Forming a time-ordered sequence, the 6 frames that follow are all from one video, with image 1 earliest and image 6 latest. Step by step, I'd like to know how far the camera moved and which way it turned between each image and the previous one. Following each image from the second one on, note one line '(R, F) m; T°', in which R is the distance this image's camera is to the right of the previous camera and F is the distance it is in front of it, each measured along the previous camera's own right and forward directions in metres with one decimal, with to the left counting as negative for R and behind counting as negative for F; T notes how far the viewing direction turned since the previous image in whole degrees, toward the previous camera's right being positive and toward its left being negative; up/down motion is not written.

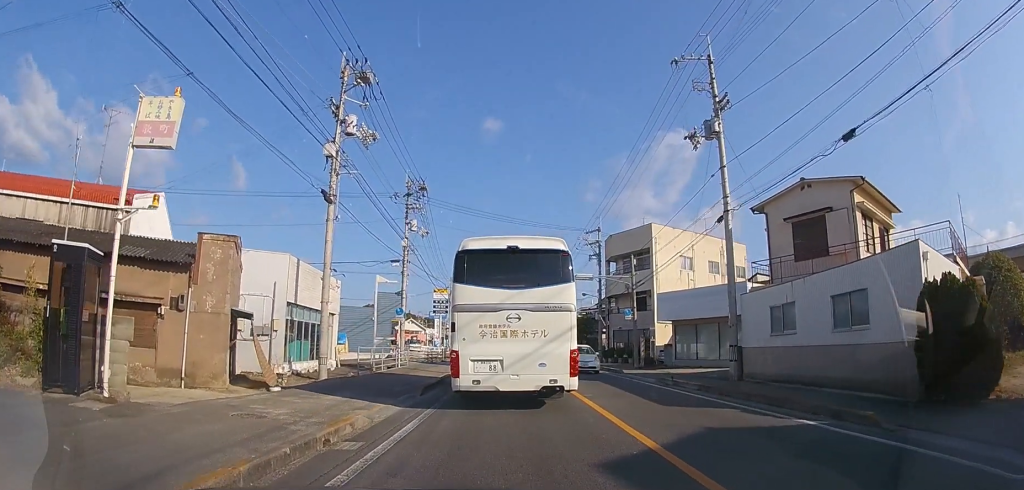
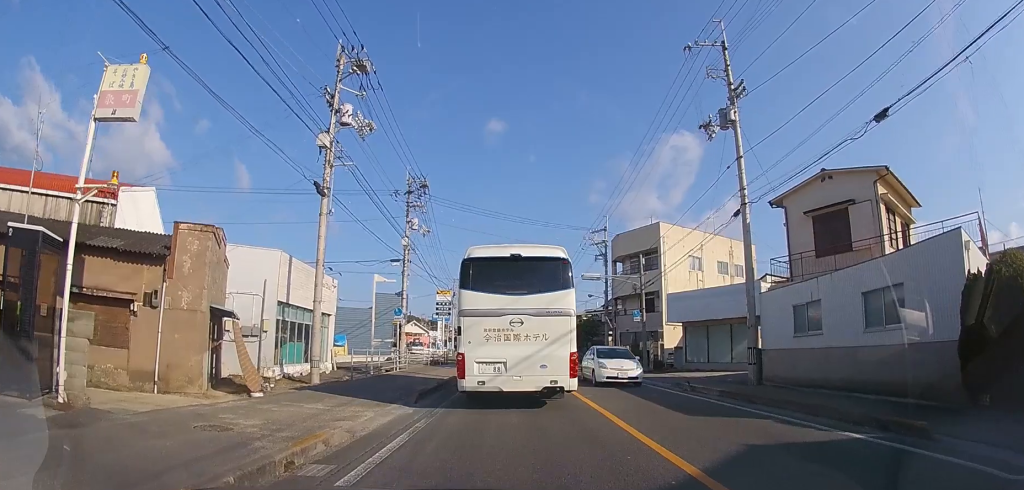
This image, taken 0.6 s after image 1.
(0.0, +1.5) m; 0°
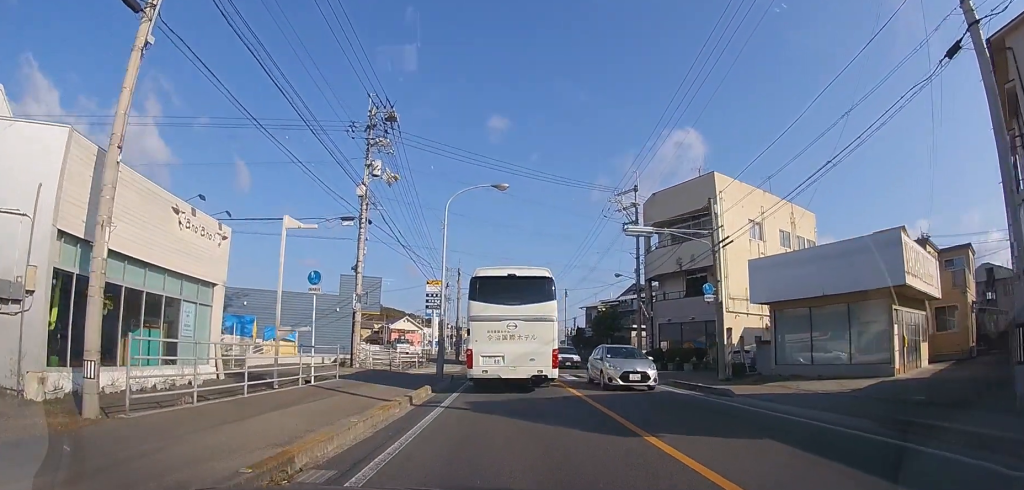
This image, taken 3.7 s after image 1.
(0.0, +10.8) m; +2°
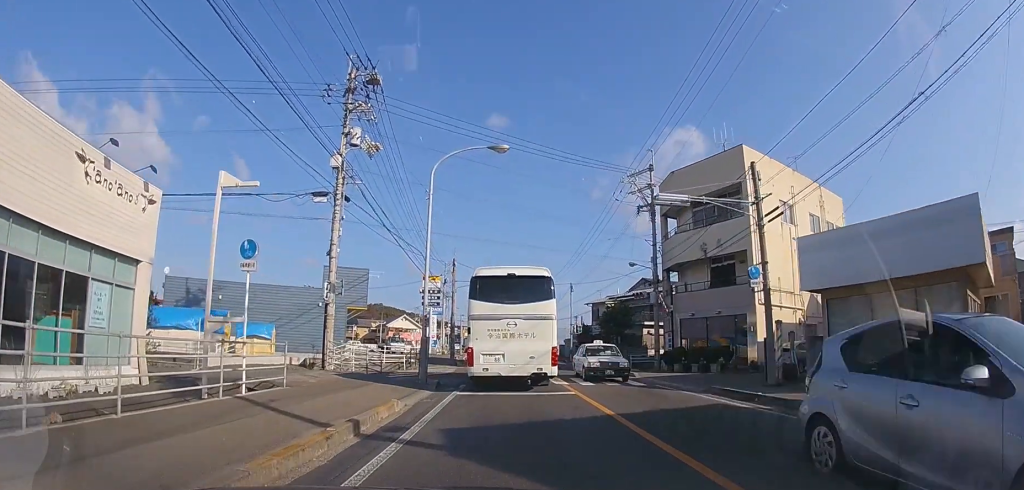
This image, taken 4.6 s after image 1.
(+0.1, +3.8) m; 0°
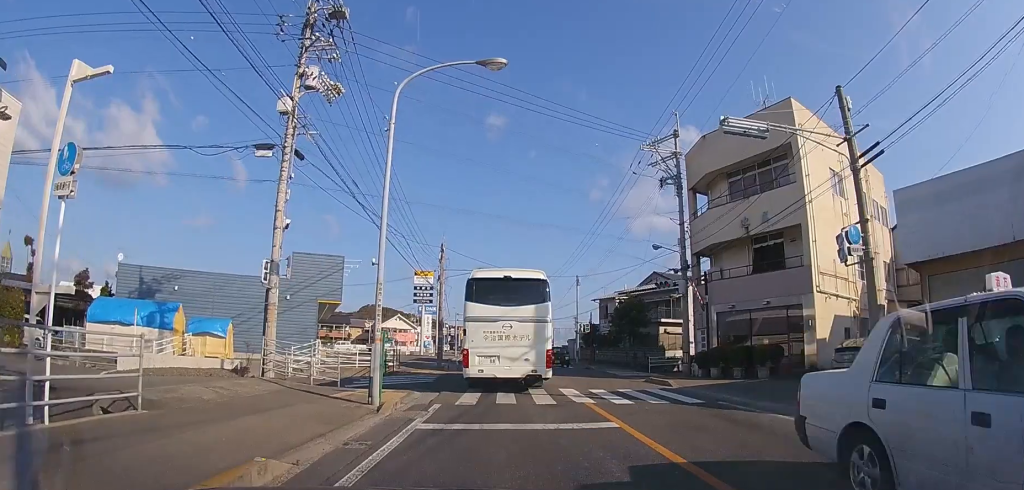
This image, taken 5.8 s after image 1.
(0.0, +5.1) m; -1°
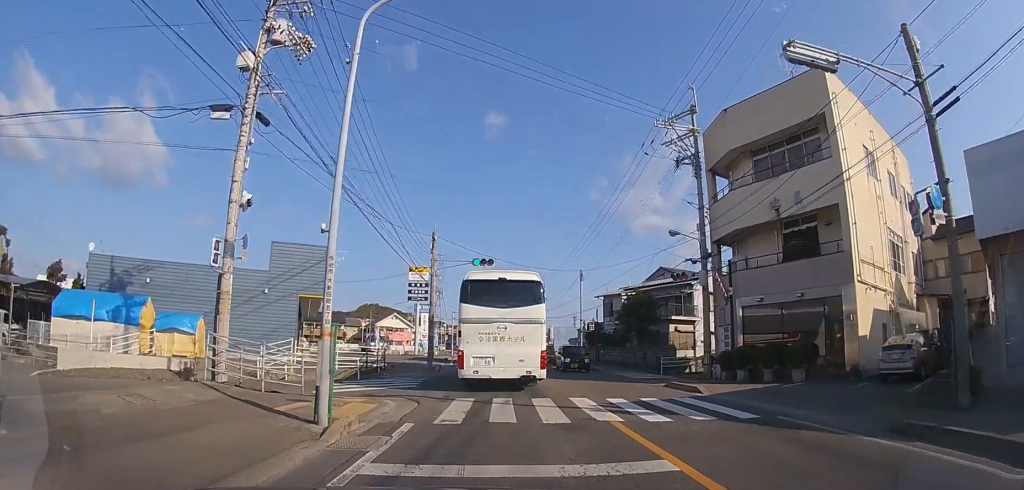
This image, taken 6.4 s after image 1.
(0.0, +2.9) m; 0°
